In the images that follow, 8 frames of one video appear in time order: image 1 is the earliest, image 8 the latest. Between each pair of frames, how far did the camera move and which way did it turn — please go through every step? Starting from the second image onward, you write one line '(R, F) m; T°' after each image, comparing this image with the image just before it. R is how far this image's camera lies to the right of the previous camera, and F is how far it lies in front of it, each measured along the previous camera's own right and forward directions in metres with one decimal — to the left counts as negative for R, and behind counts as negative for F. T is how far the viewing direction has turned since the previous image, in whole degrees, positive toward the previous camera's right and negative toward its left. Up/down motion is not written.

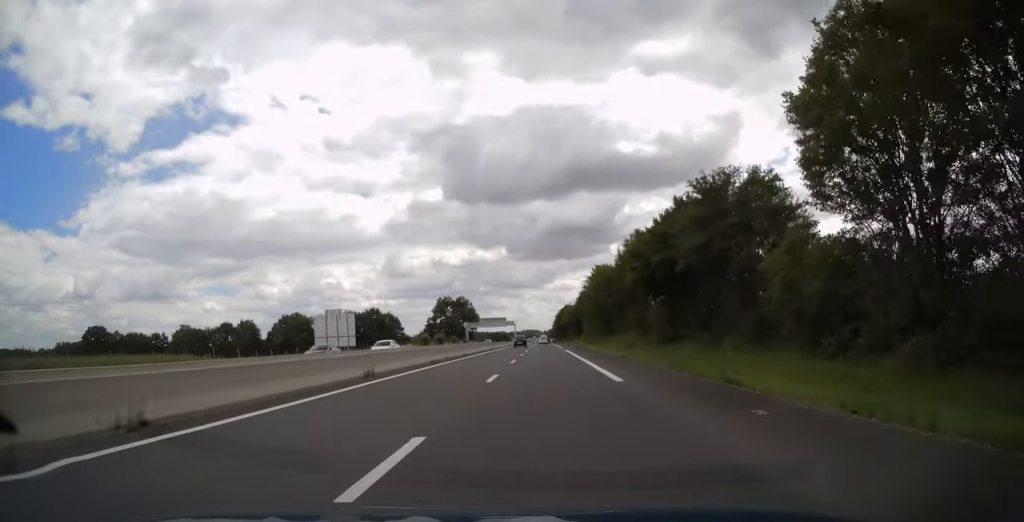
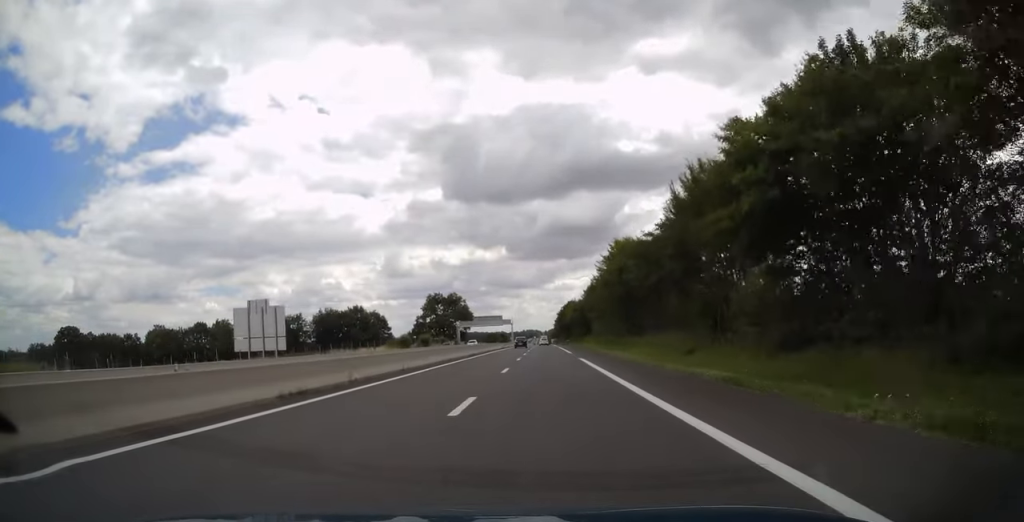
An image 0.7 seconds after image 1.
(0.0, +20.2) m; 0°
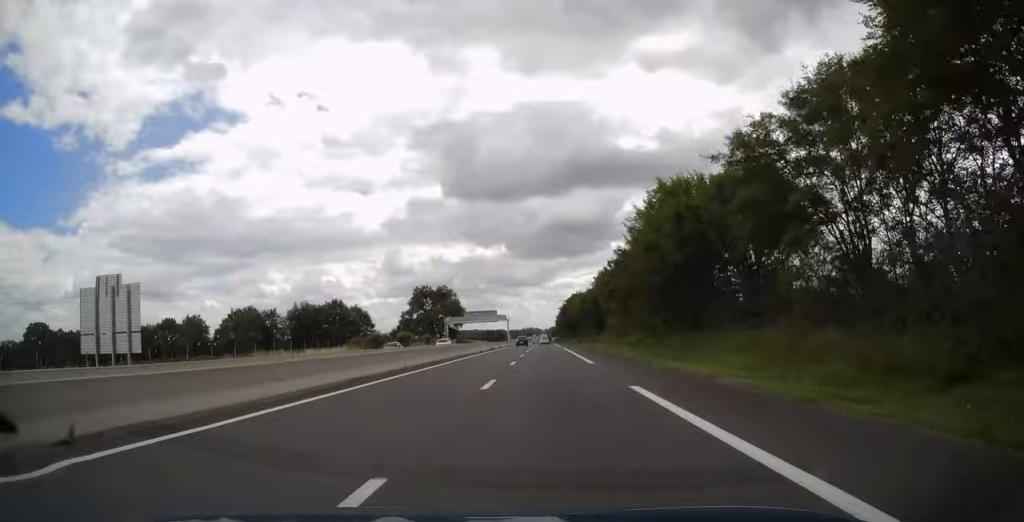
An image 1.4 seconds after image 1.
(0.0, +20.7) m; 0°
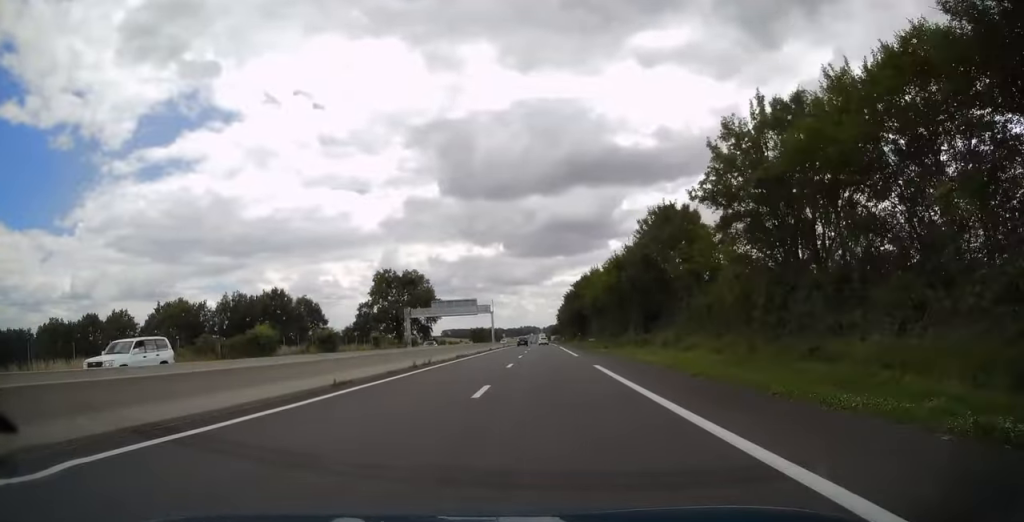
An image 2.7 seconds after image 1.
(0.0, +40.4) m; 0°
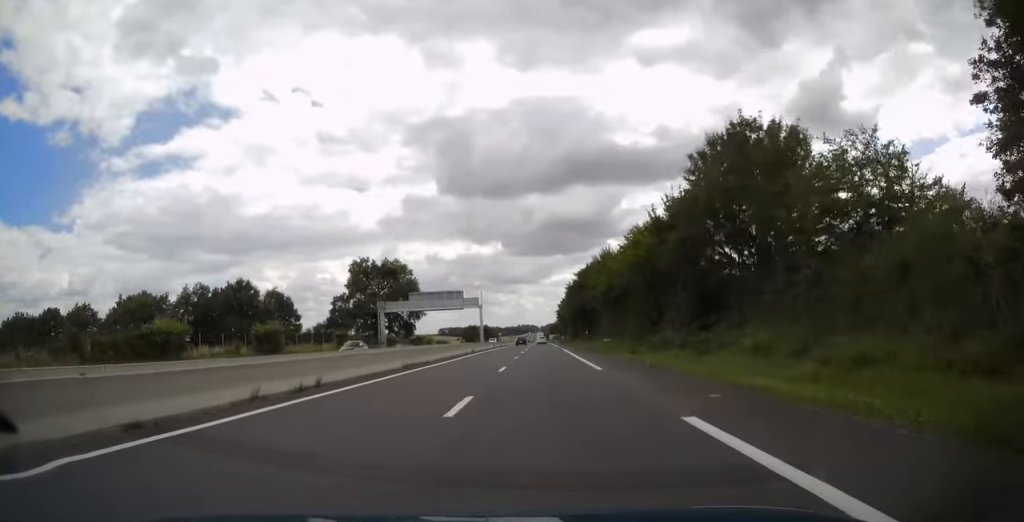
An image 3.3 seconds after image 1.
(0.0, +16.3) m; 0°
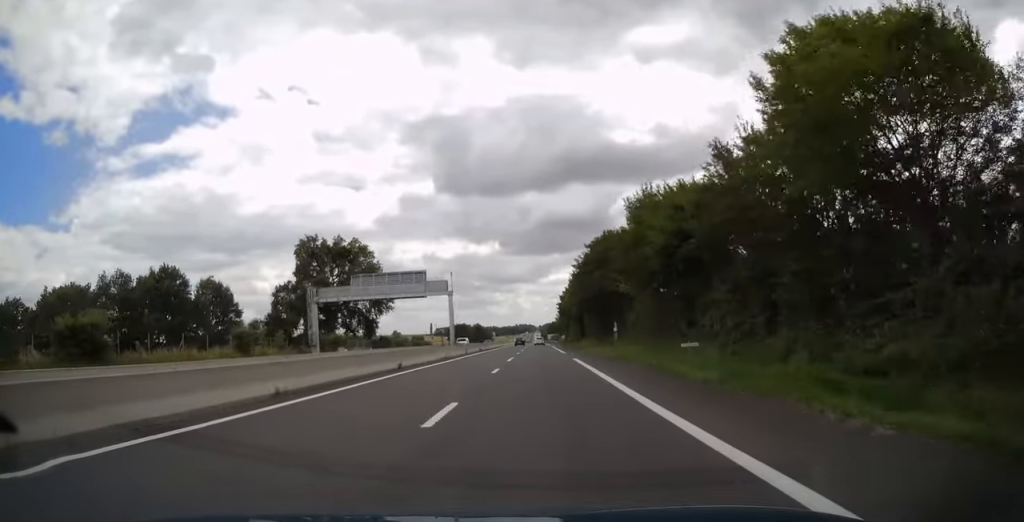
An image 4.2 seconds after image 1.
(0.0, +26.7) m; 0°
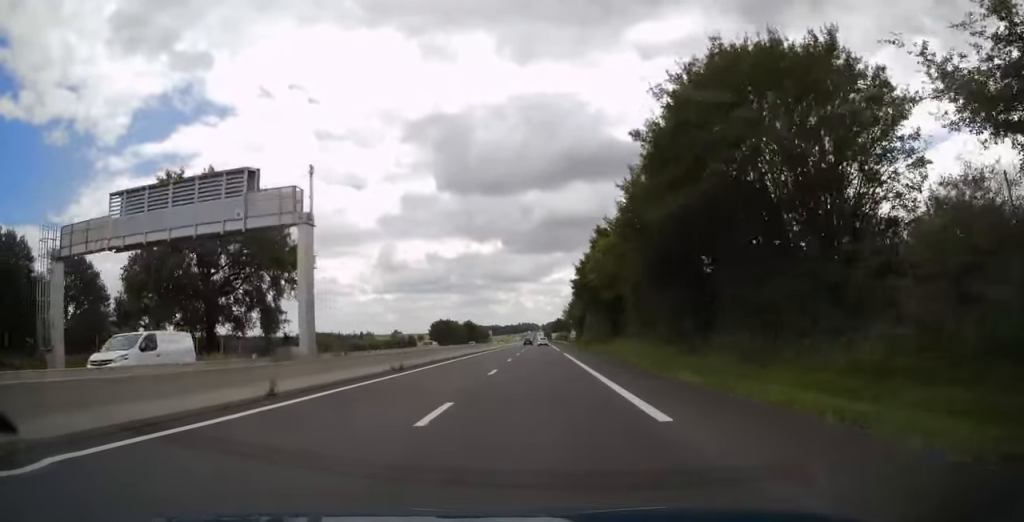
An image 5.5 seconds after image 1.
(+0.1, +38.5) m; 0°
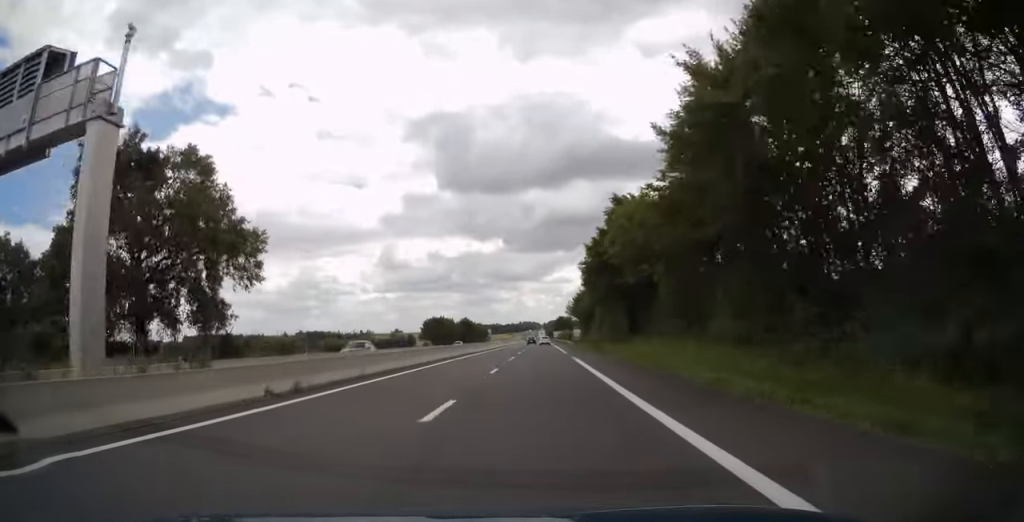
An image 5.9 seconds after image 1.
(0.0, +12.4) m; 0°
